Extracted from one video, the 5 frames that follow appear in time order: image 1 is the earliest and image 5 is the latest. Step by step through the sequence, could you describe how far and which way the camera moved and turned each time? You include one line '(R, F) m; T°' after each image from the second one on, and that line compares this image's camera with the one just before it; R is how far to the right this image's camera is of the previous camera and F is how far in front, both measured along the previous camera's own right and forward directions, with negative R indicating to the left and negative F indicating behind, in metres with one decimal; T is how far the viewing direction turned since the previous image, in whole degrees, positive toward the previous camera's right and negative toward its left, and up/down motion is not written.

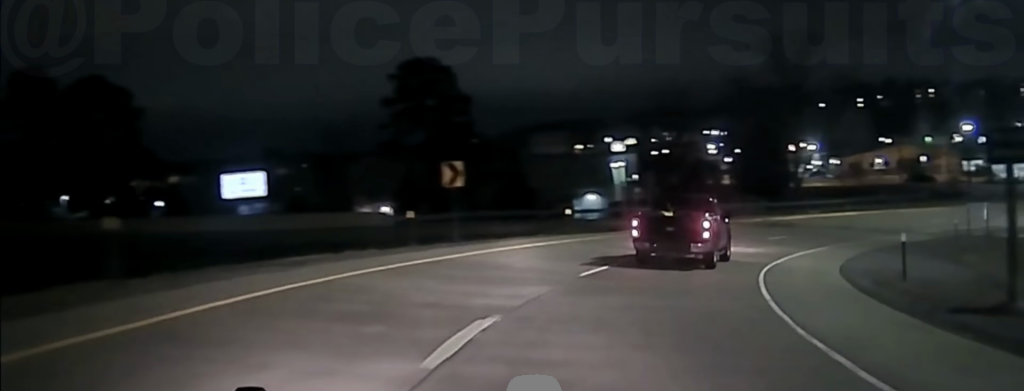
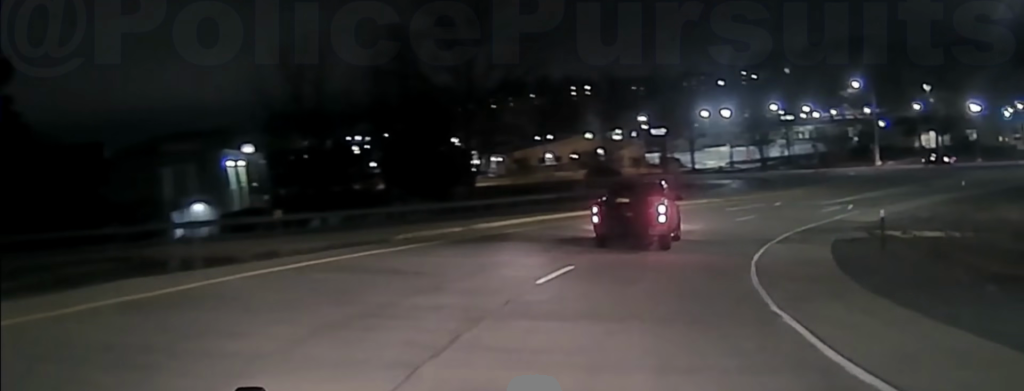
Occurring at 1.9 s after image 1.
(+5.6, +29.5) m; +21°
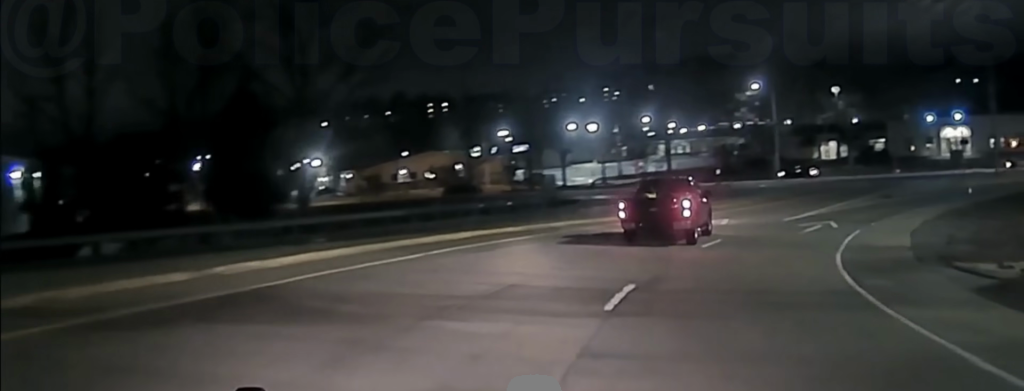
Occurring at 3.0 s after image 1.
(+1.7, +15.9) m; +11°
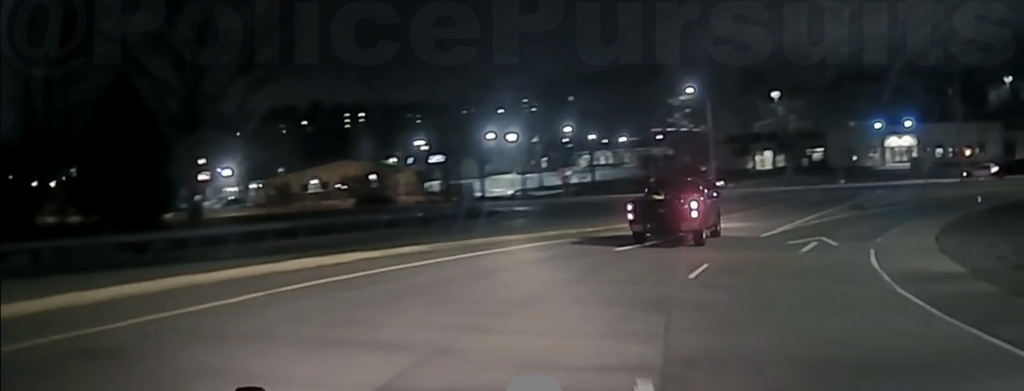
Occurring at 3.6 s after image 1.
(+0.3, +6.8) m; +5°
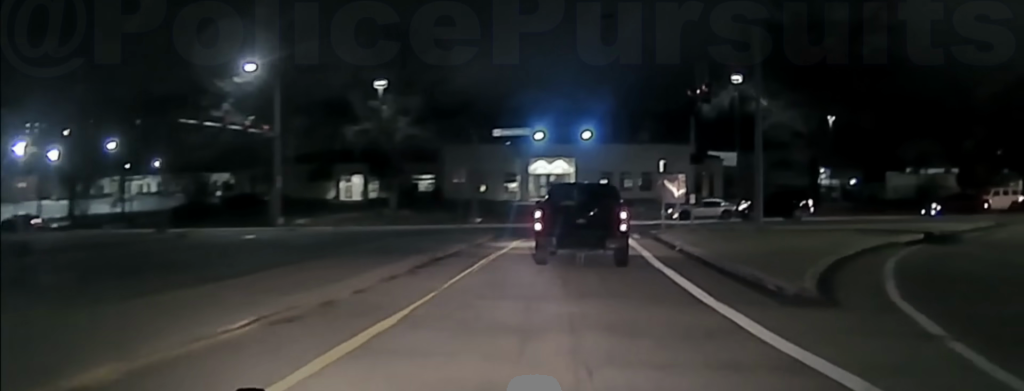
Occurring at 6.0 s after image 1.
(+6.5, +29.4) m; +24°
